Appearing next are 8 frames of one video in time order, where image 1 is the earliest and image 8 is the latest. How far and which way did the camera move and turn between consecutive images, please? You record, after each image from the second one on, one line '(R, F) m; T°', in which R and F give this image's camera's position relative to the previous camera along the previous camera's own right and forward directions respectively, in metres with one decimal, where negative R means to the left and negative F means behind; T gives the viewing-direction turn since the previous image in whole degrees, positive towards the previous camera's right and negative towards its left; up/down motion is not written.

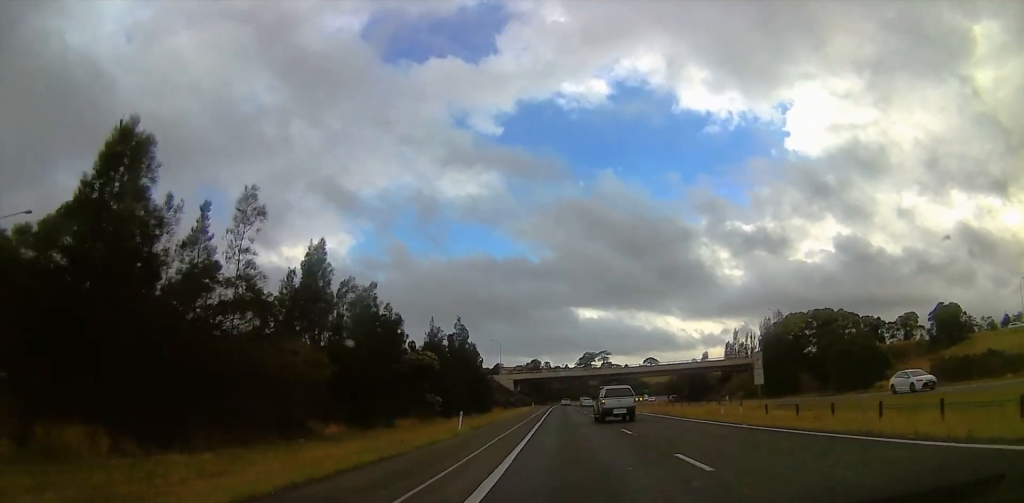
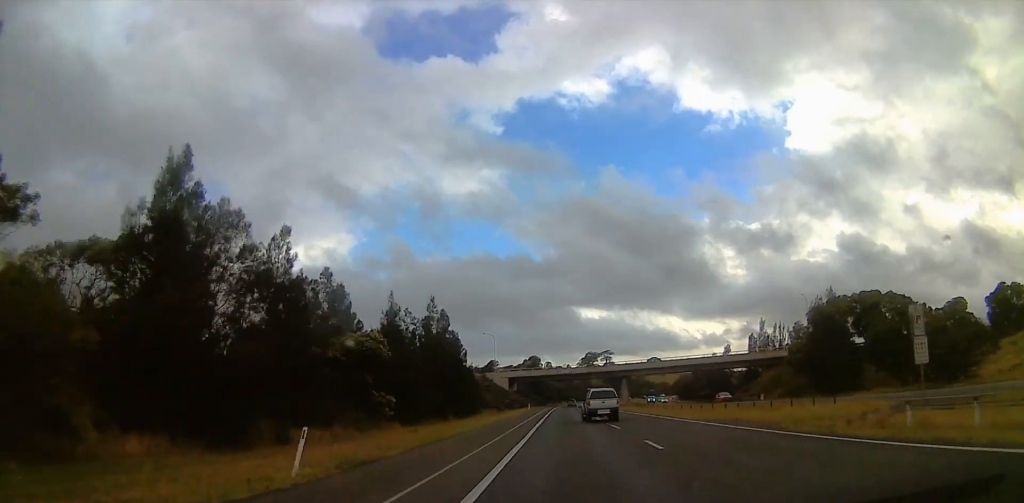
(0.0, +18.5) m; 0°
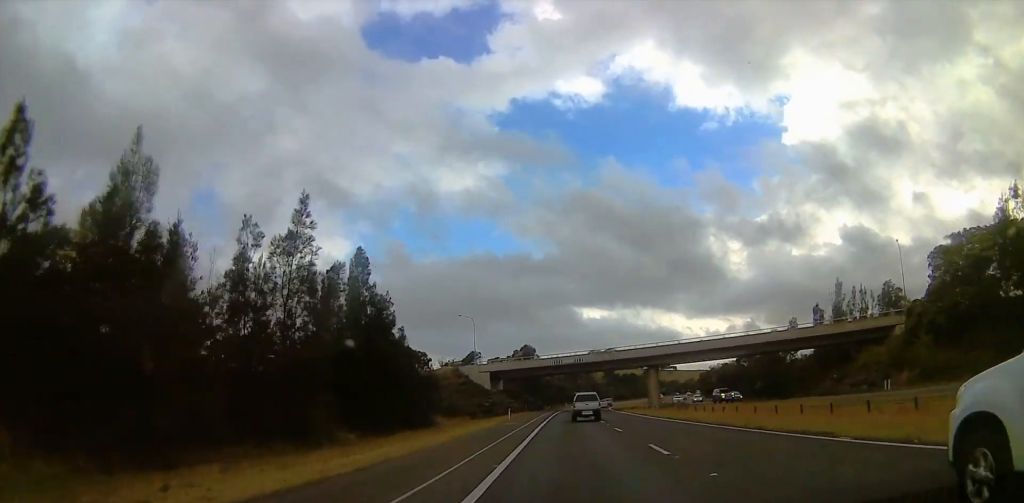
(+0.1, +36.4) m; +1°
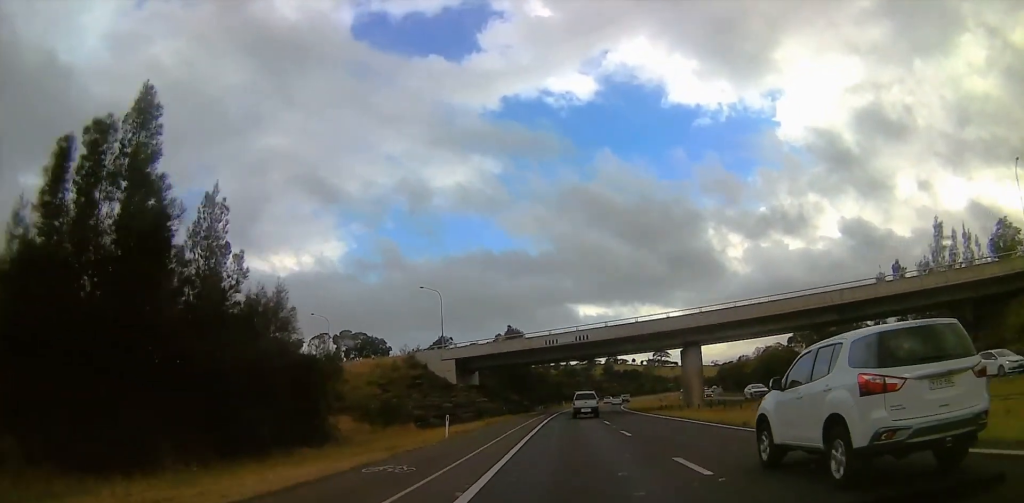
(+0.3, +28.5) m; 0°
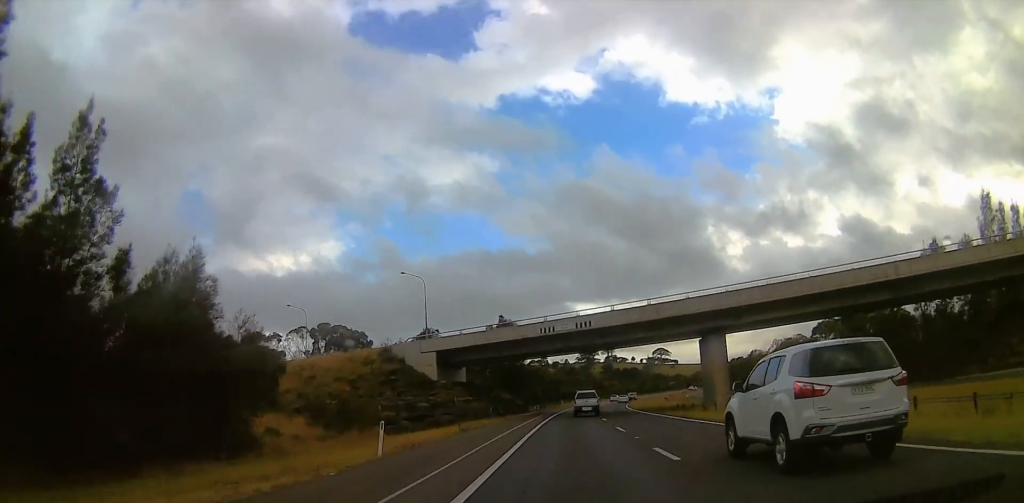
(0.0, +9.6) m; 0°
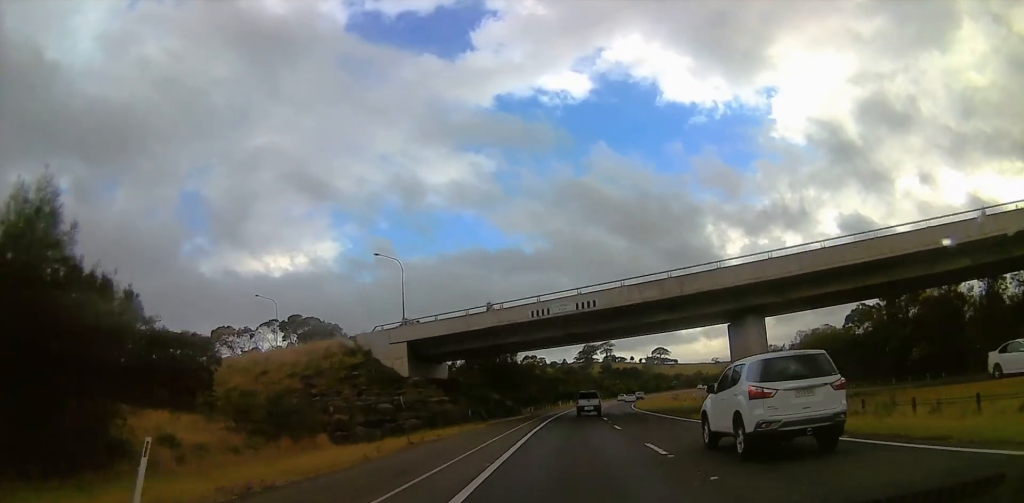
(0.0, +10.5) m; 0°
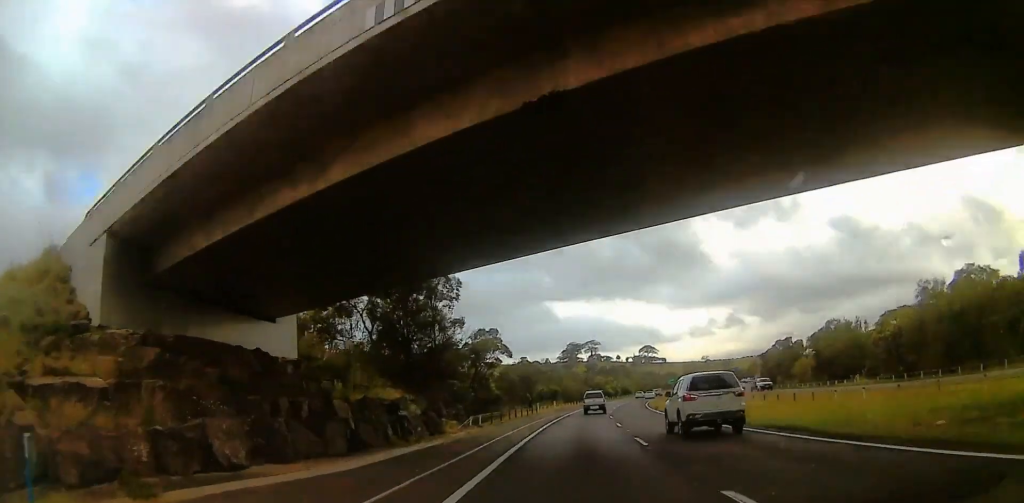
(-0.1, +33.6) m; 0°
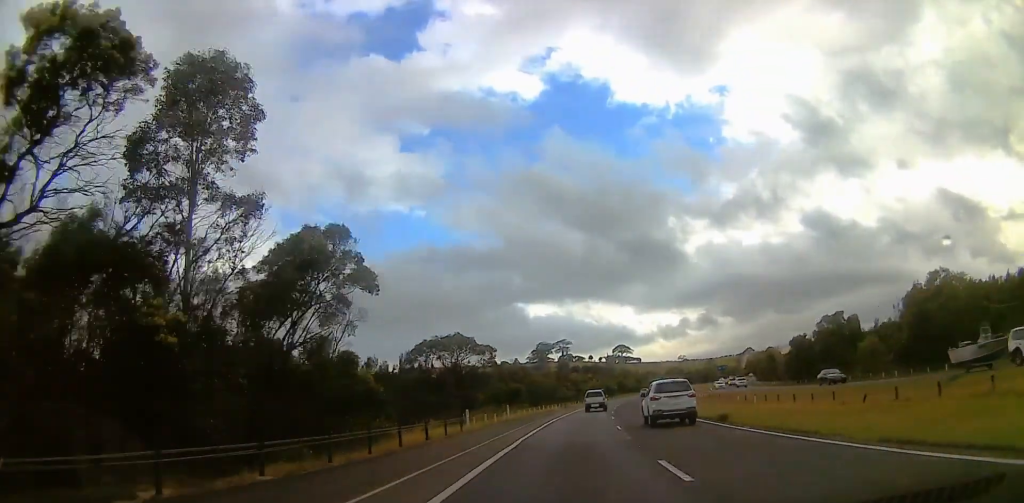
(+0.1, +30.9) m; +3°
